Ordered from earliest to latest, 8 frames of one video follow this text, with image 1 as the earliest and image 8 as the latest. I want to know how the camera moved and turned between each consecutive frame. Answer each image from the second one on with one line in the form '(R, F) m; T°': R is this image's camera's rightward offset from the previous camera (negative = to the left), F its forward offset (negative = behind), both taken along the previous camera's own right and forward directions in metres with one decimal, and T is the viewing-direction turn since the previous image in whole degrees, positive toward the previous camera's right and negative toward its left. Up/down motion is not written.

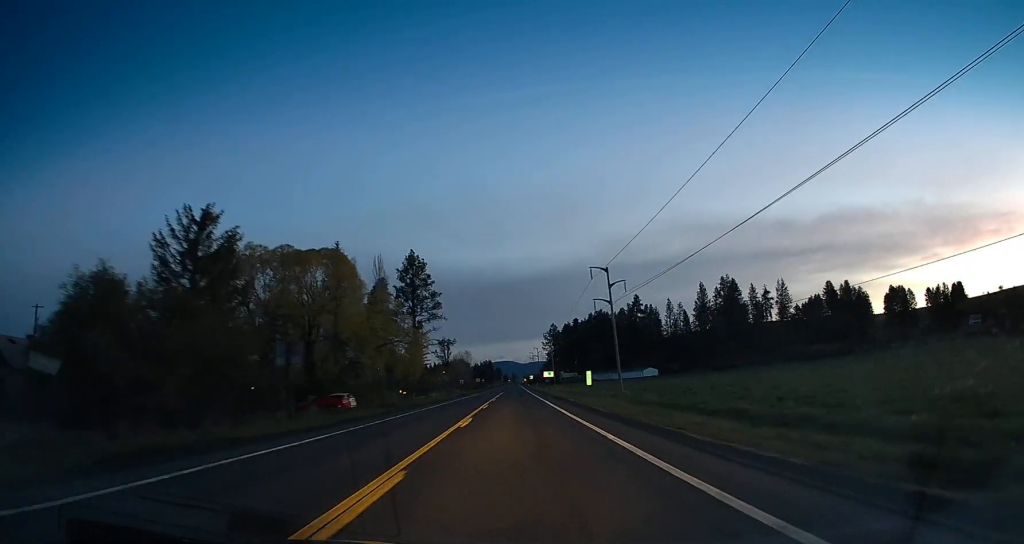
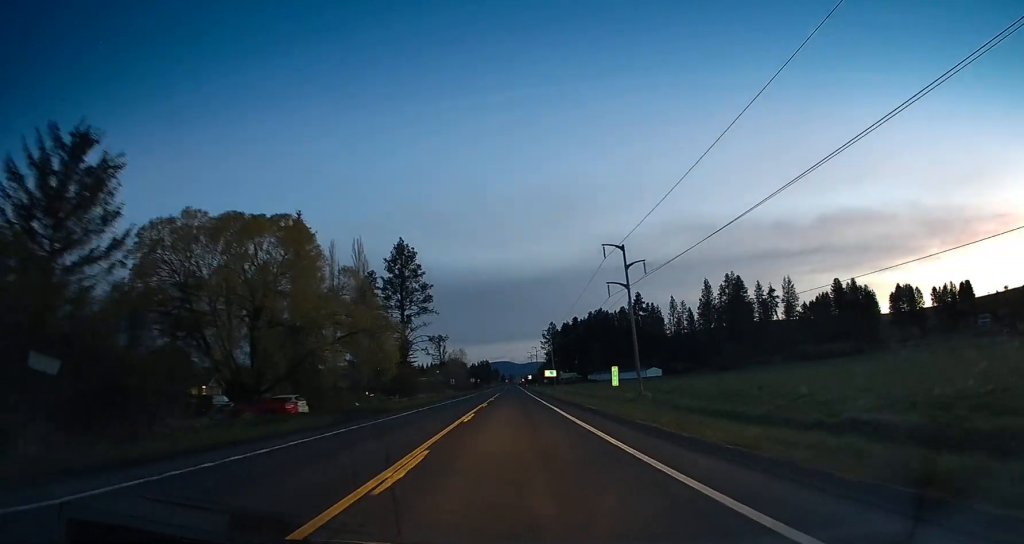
(0.0, +12.1) m; 0°
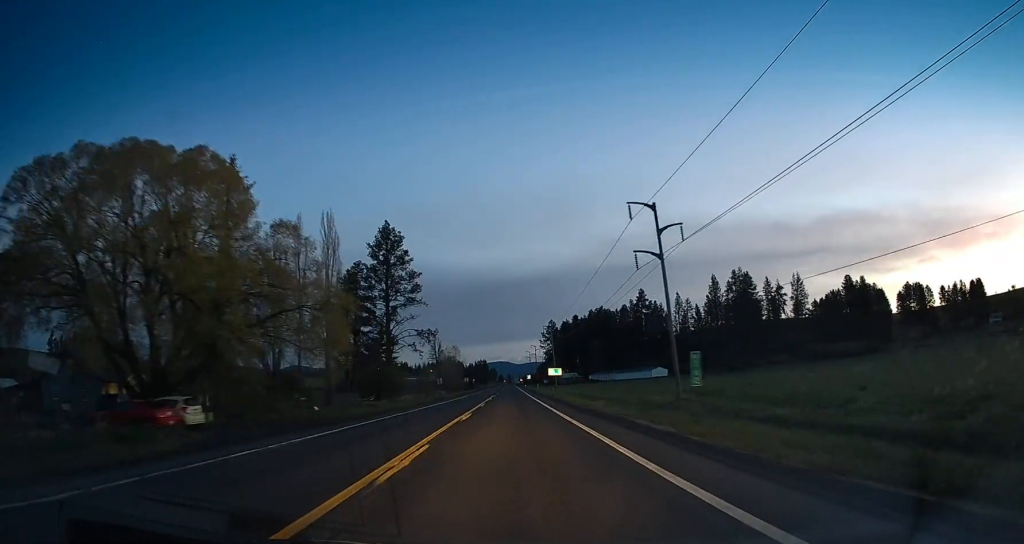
(0.0, +14.4) m; 0°
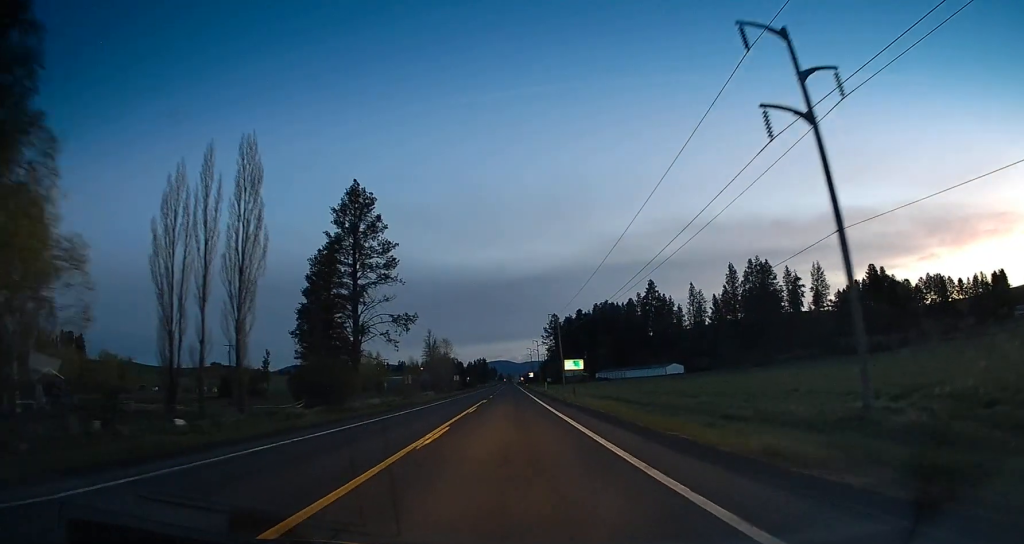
(0.0, +25.6) m; -1°
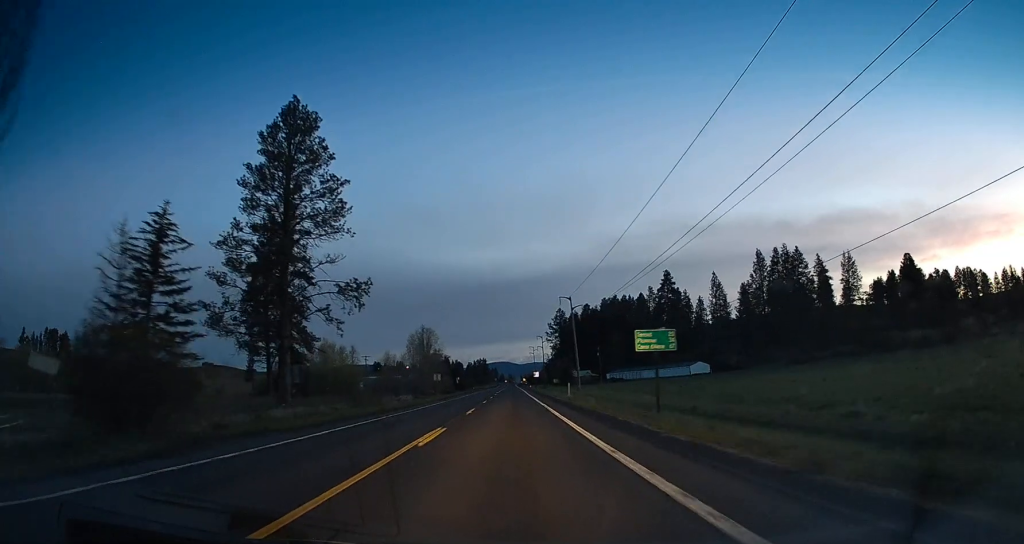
(0.0, +29.1) m; +1°
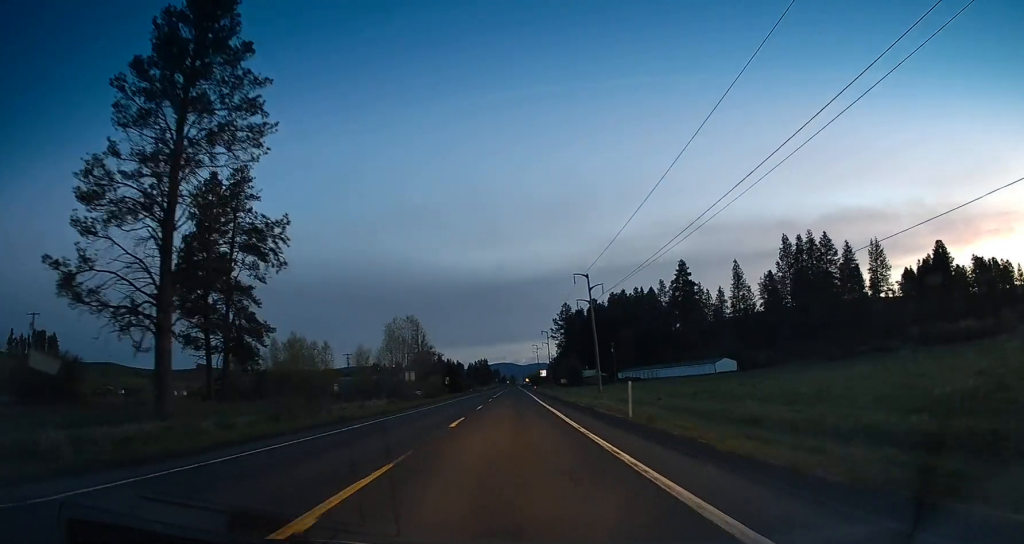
(+0.5, +24.6) m; +1°
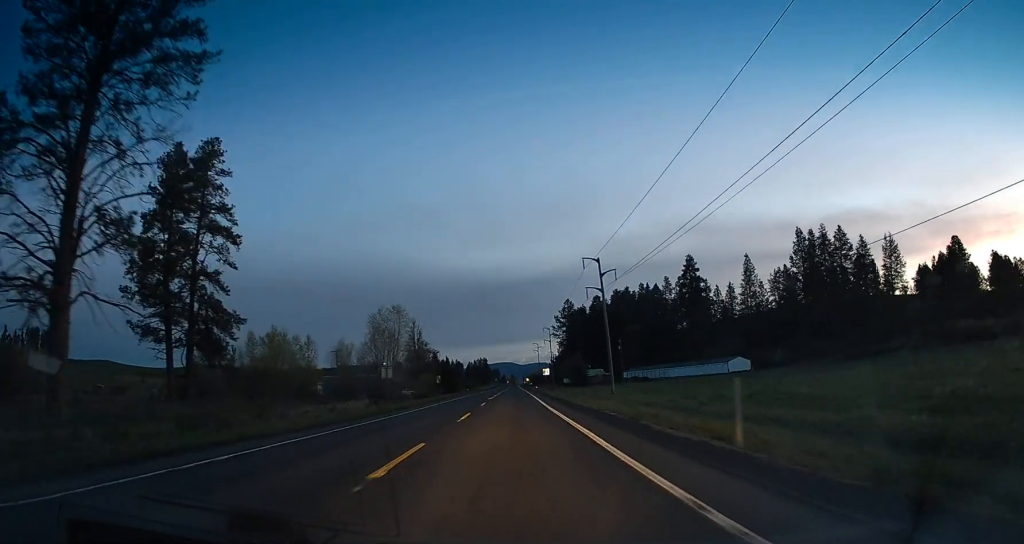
(+0.1, +11.2) m; 0°
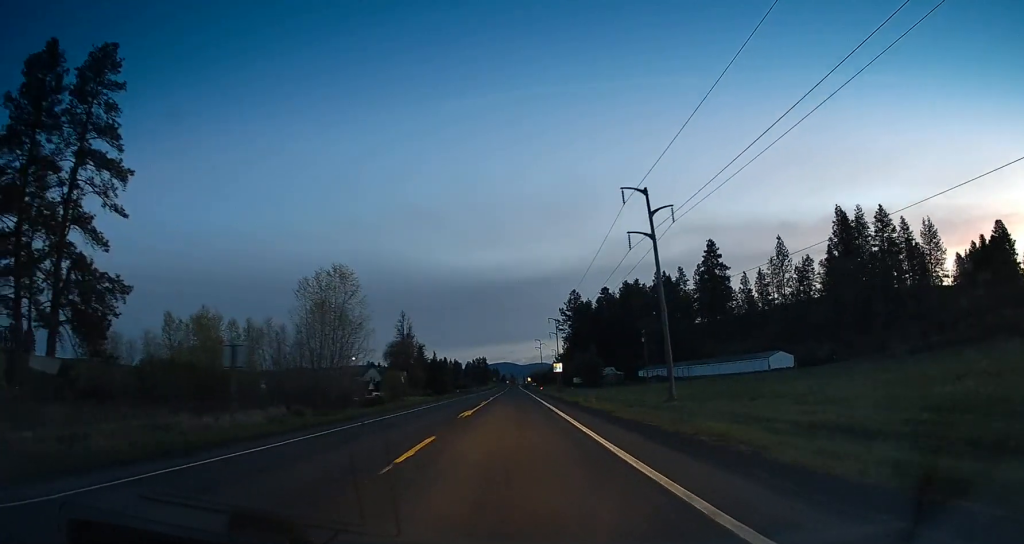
(-0.3, +28.3) m; -1°
